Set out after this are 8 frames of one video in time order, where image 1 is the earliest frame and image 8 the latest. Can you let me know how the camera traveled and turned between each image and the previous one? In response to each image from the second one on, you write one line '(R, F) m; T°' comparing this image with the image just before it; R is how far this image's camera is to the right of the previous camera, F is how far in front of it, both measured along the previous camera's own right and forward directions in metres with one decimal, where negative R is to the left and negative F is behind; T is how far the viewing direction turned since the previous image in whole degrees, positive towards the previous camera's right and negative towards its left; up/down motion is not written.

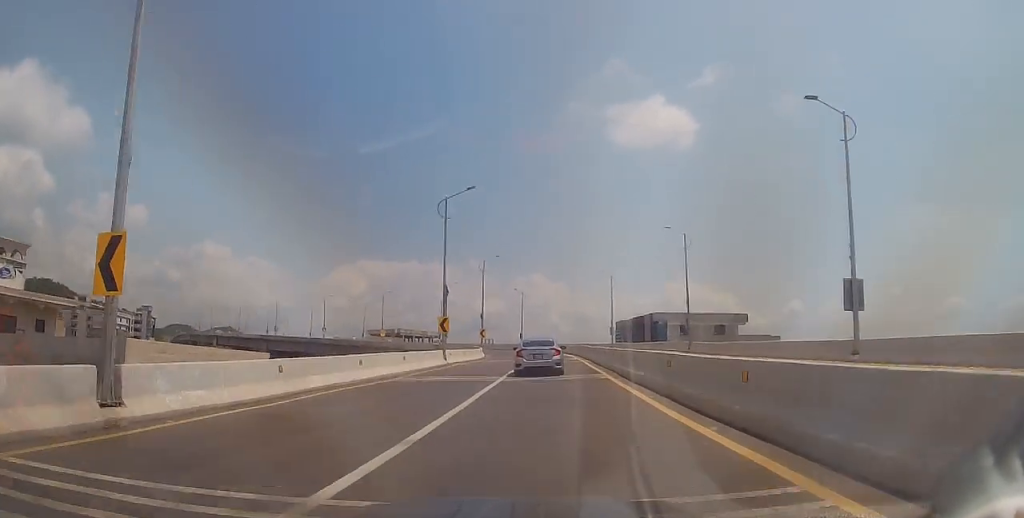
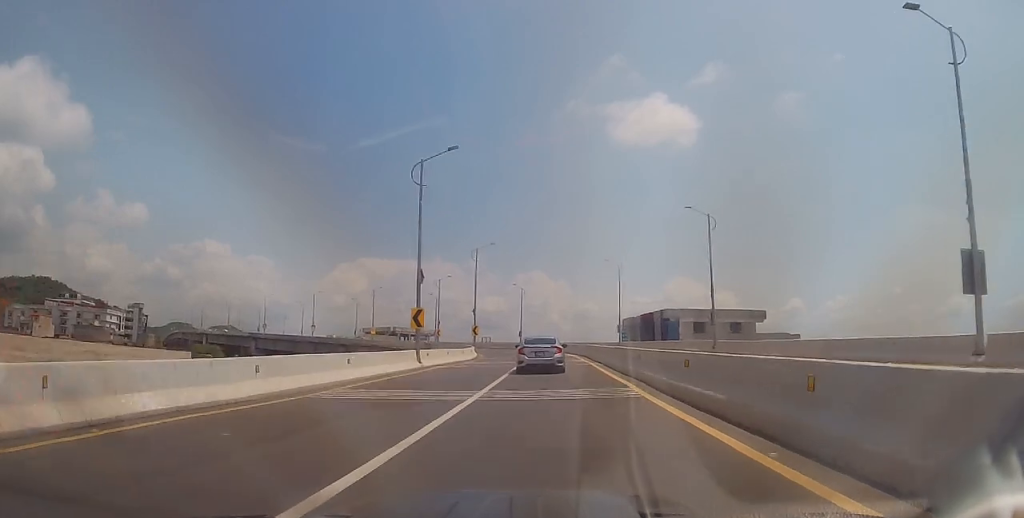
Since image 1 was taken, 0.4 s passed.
(+0.1, +7.8) m; -1°
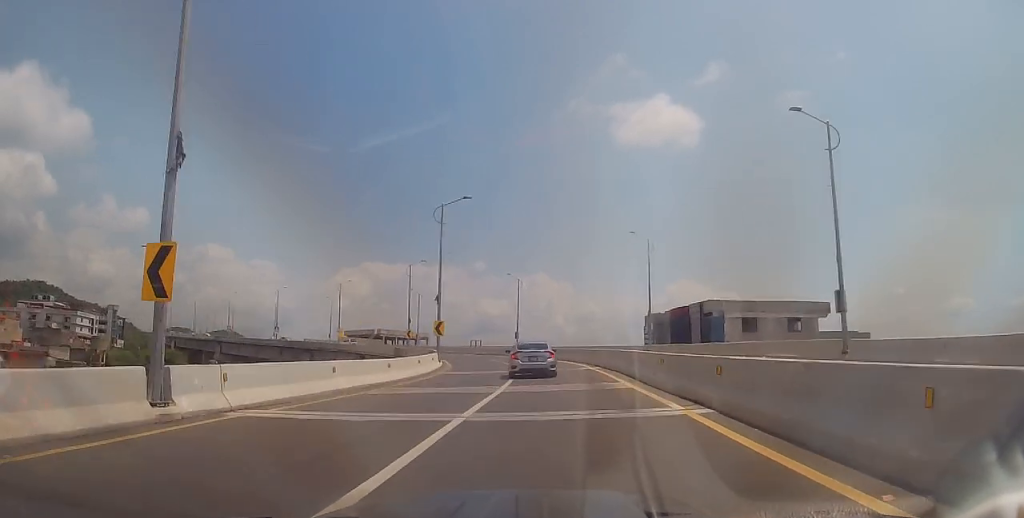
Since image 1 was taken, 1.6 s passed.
(-0.6, +20.7) m; -1°
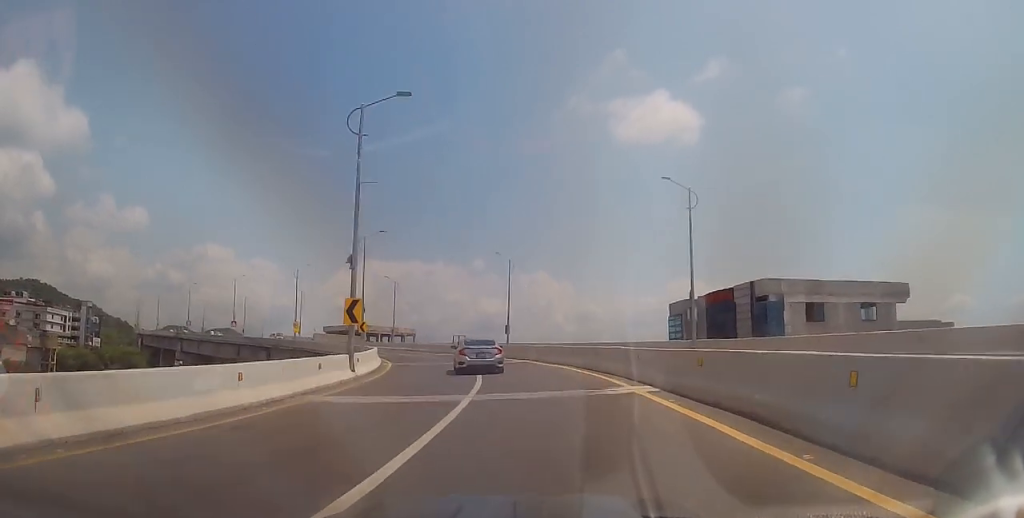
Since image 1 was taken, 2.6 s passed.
(+0.5, +16.9) m; +1°
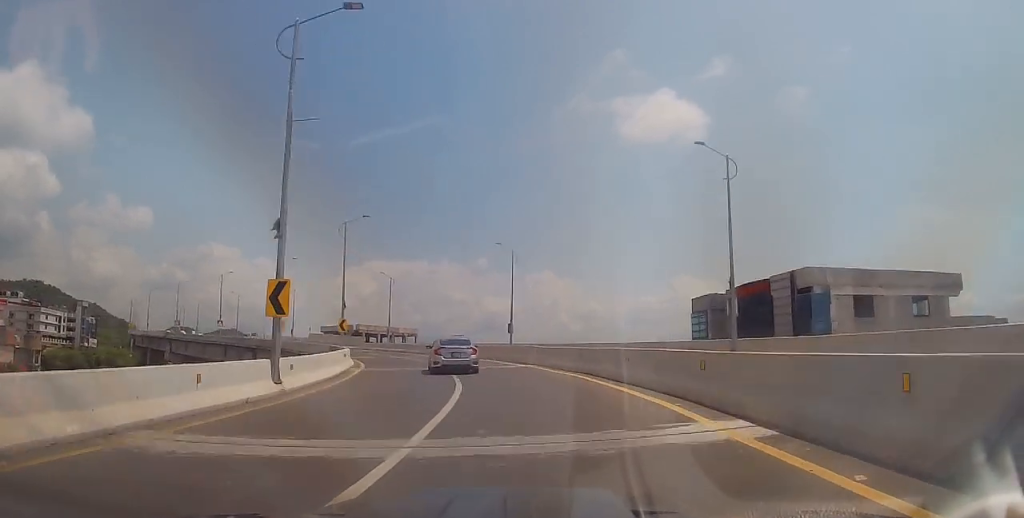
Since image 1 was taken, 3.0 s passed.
(0.0, +6.9) m; -1°
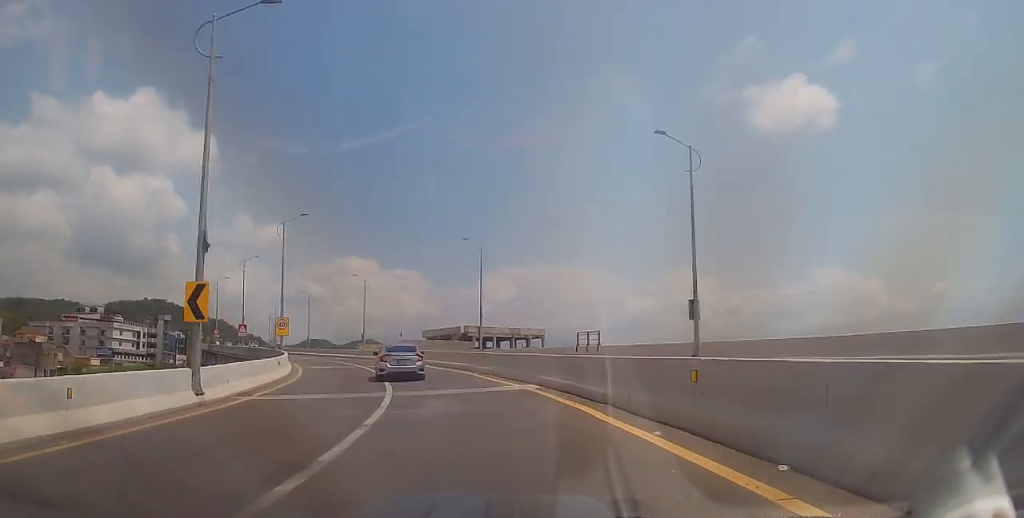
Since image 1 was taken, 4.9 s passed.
(-3.6, +32.5) m; -14°
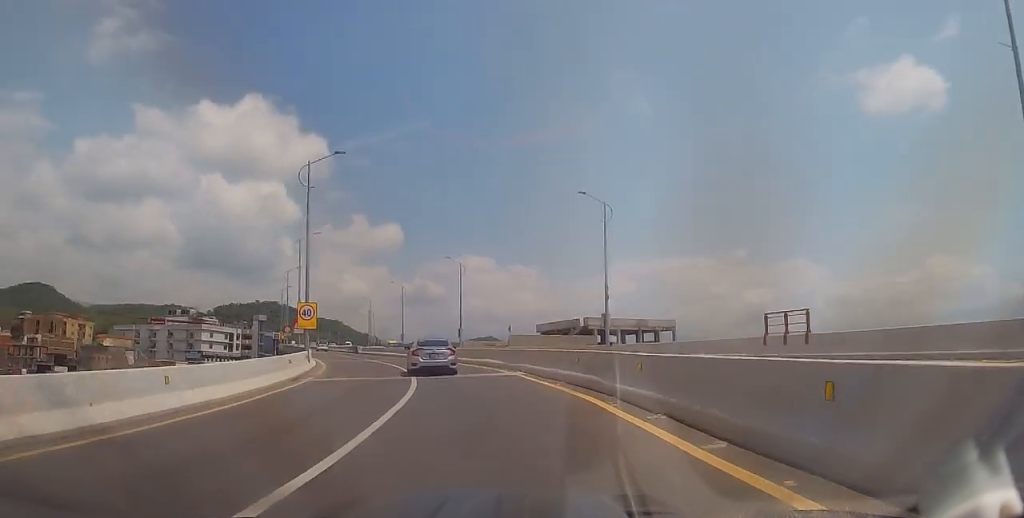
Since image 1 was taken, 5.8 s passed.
(-0.8, +15.5) m; -8°
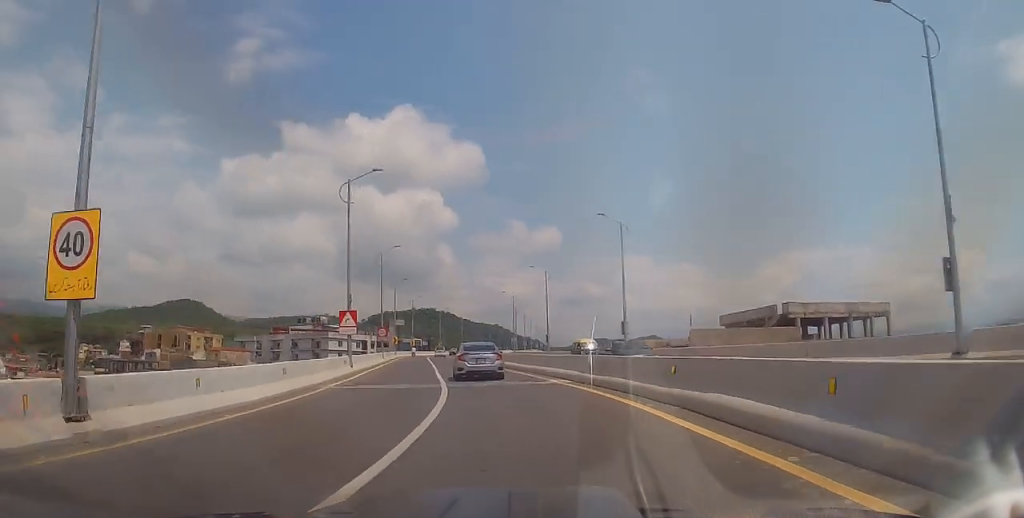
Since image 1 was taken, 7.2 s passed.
(-2.8, +22.7) m; -12°
